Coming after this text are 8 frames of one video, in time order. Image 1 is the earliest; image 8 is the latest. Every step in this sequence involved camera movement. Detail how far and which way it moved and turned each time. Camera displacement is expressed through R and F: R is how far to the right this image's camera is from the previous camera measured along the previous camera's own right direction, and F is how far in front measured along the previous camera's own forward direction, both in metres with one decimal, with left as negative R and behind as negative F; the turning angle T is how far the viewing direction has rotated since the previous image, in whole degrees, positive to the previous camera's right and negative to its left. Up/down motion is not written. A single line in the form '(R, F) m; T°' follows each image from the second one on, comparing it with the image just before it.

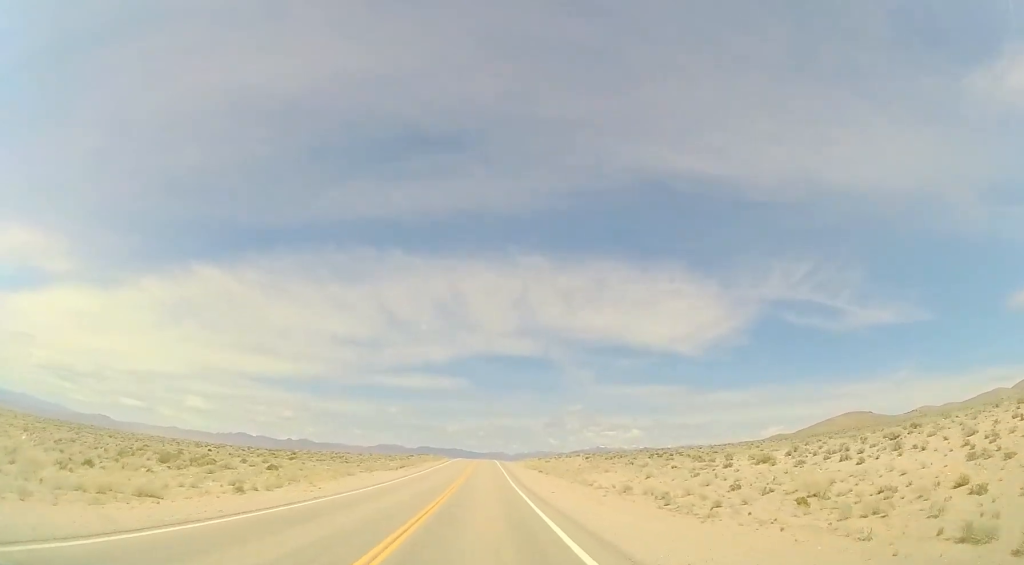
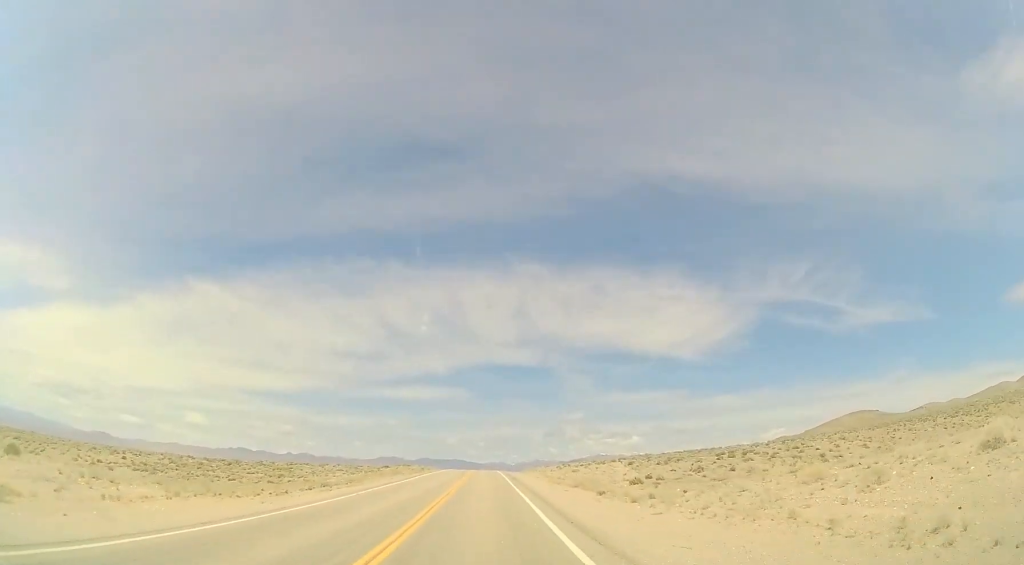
(-0.4, +34.2) m; 0°
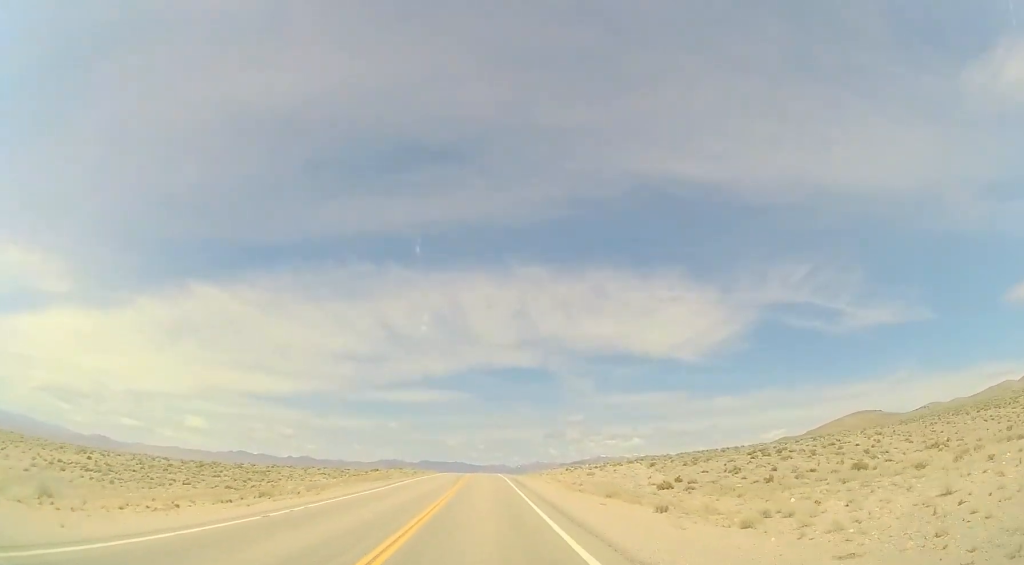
(+0.1, +10.5) m; +1°
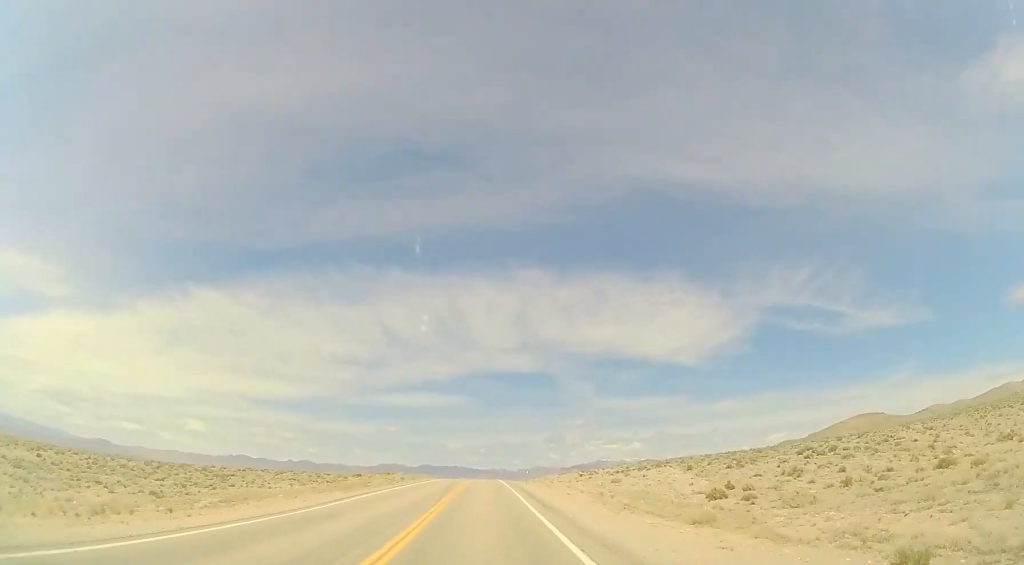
(+0.1, +12.6) m; +1°
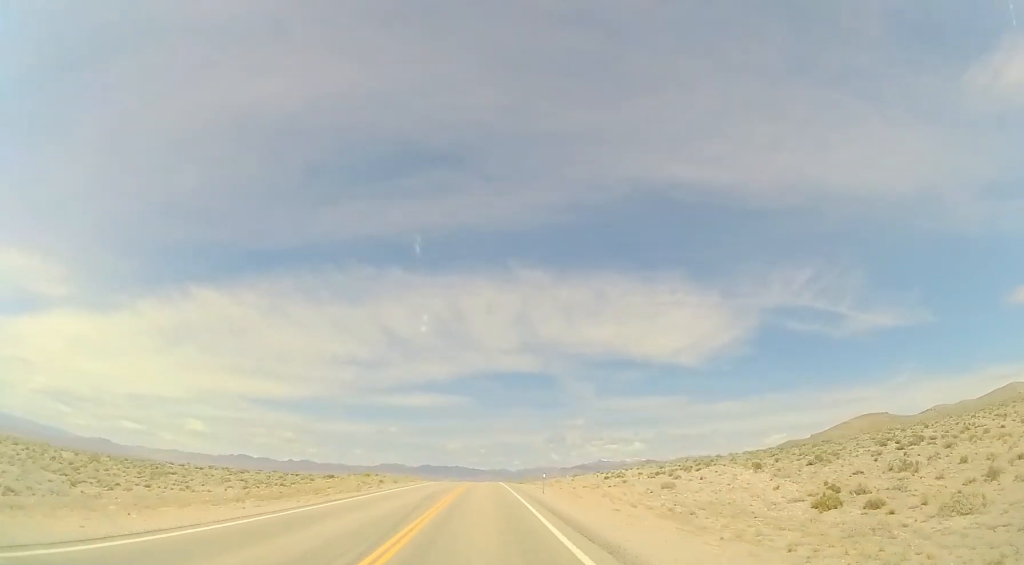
(0.0, +14.8) m; -1°
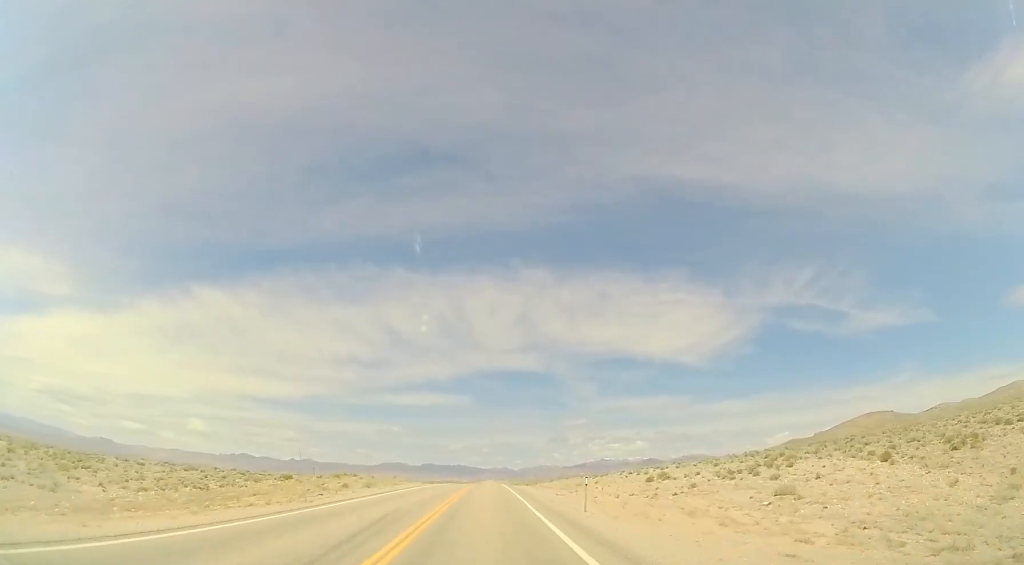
(-0.2, +15.0) m; -1°
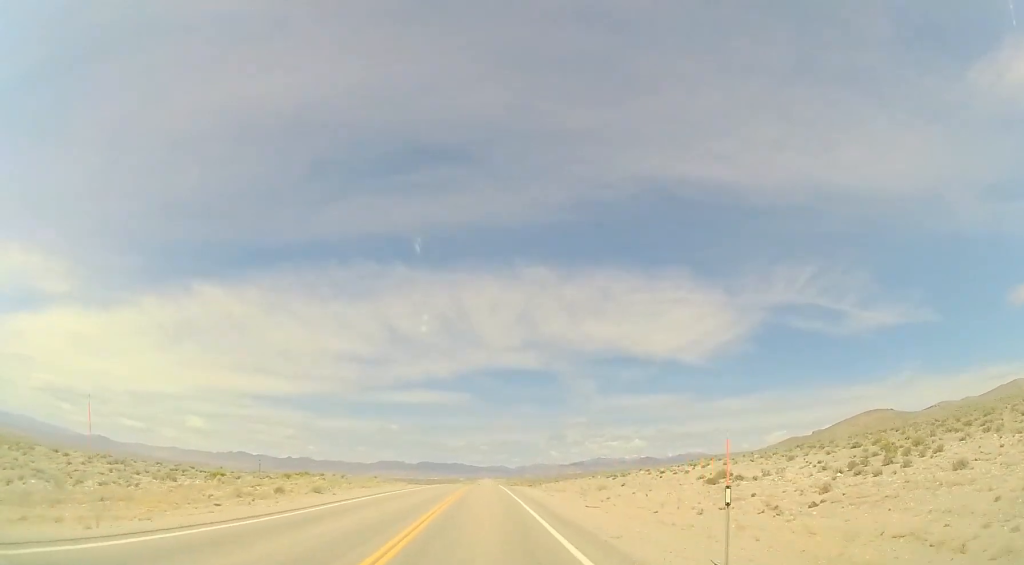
(-0.1, +13.1) m; 0°
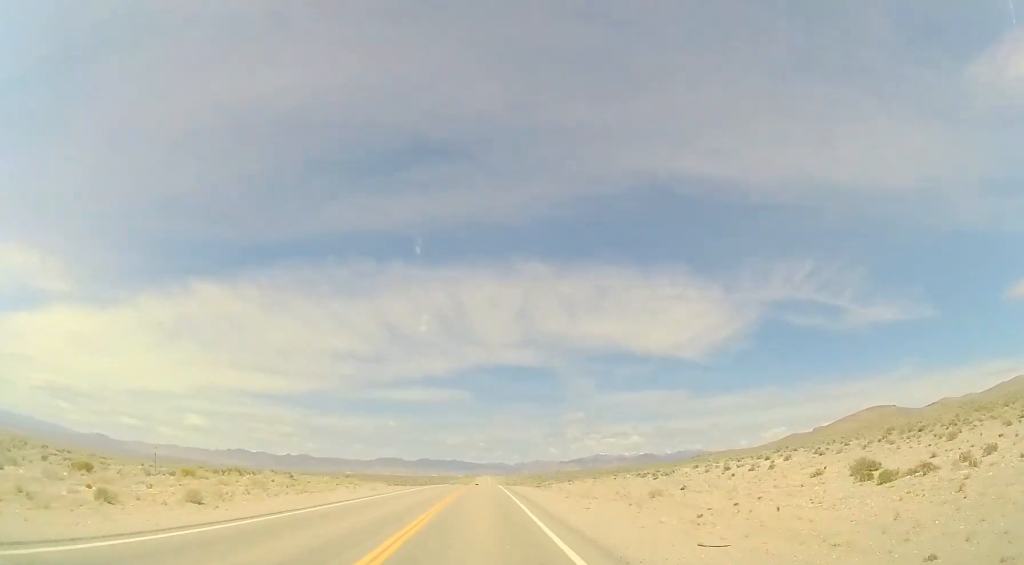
(0.0, +14.6) m; 0°
